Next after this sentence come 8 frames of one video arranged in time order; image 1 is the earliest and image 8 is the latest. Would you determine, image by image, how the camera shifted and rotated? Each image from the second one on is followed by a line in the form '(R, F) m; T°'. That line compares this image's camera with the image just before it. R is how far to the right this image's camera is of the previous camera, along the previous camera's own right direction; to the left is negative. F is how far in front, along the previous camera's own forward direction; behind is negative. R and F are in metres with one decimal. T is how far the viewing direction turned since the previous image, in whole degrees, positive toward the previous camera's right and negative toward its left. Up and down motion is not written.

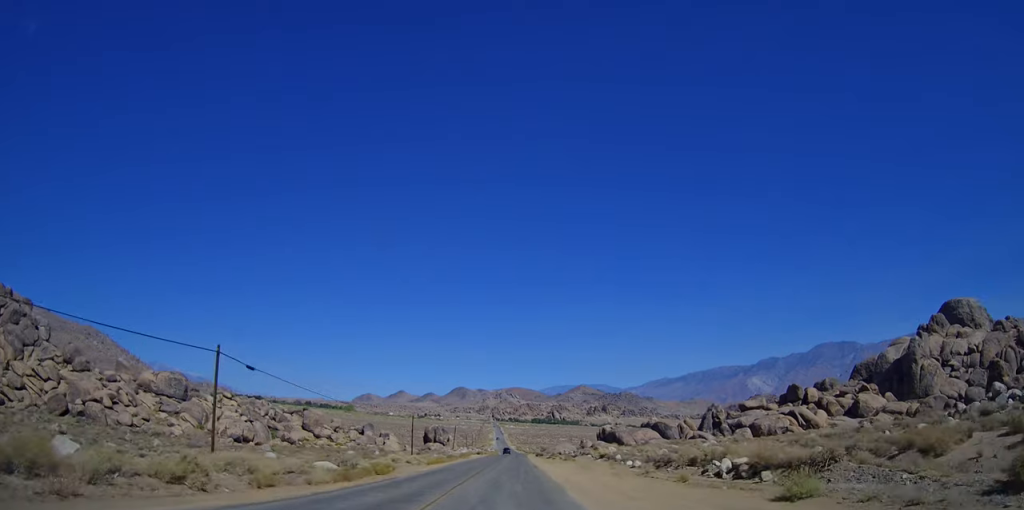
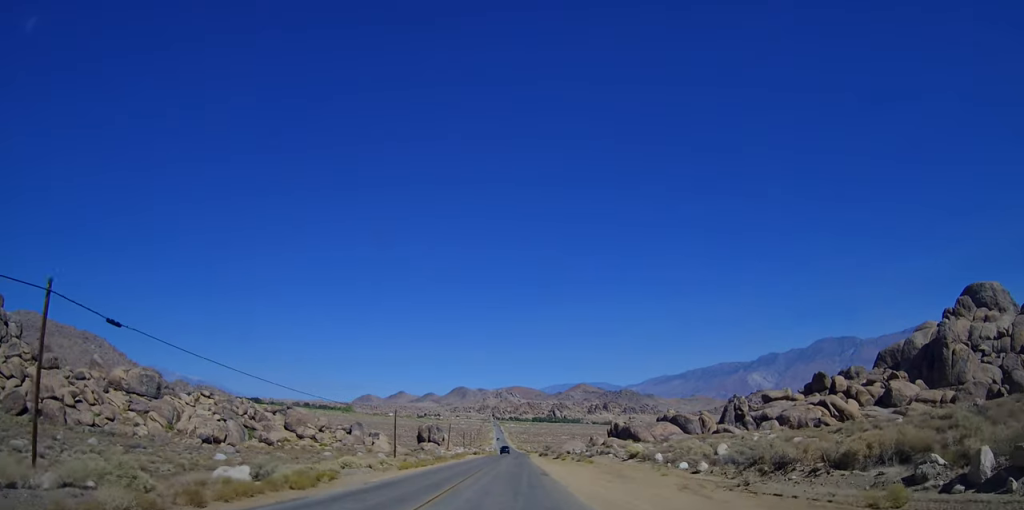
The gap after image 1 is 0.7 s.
(0.0, +11.7) m; -1°
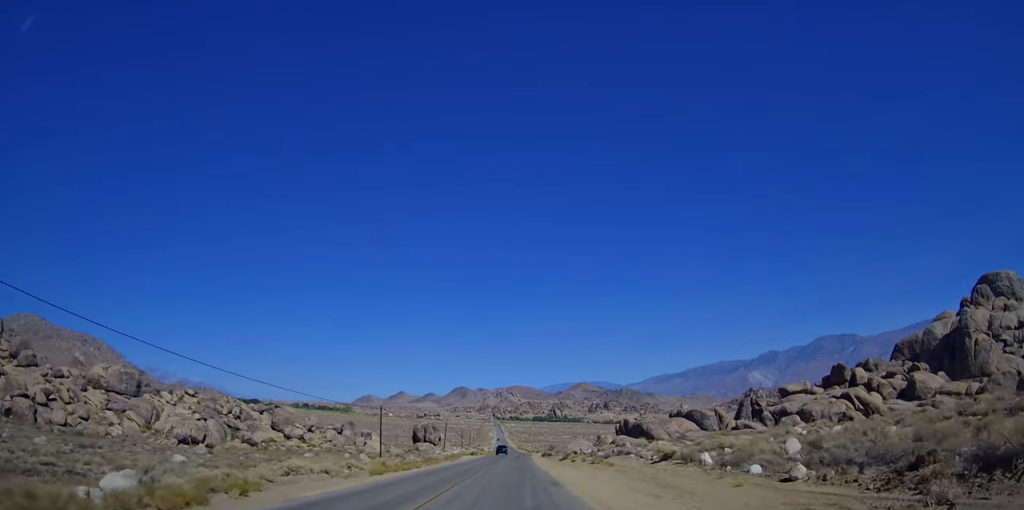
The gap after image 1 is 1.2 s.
(0.0, +7.4) m; -1°
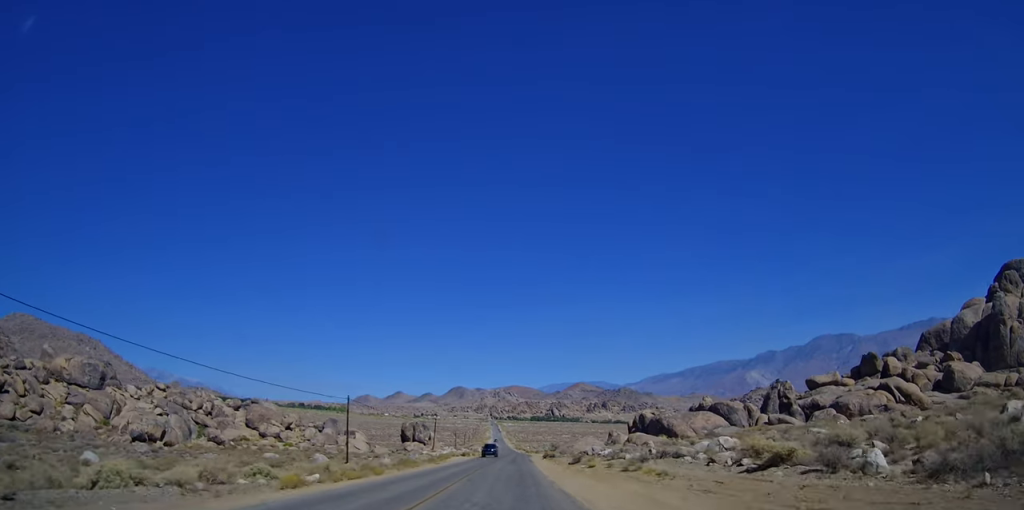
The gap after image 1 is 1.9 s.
(-0.3, +10.9) m; +2°
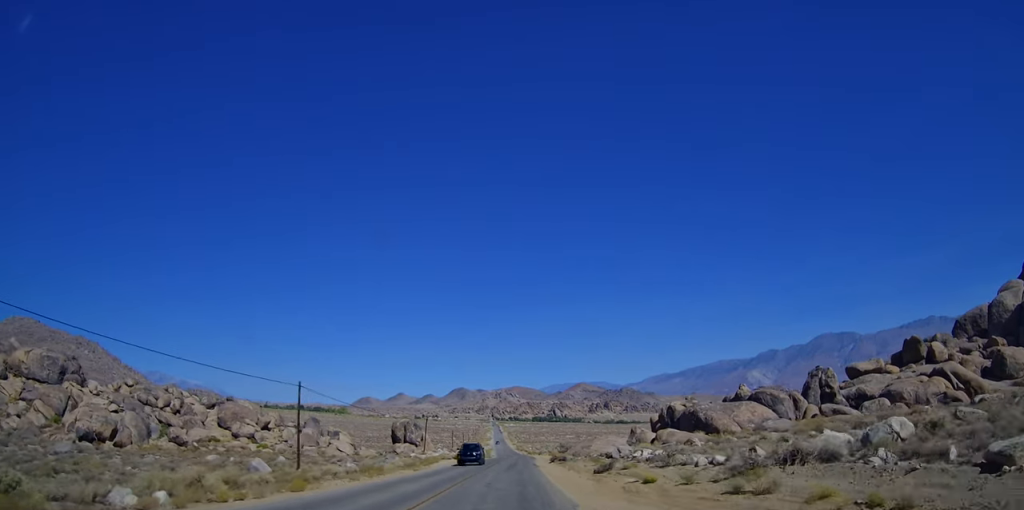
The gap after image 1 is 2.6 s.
(+0.2, +11.7) m; +2°
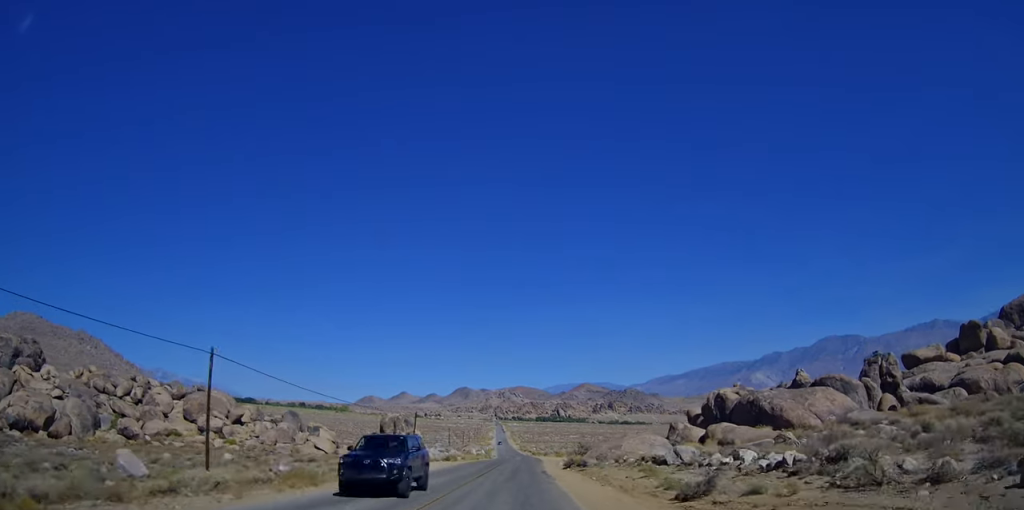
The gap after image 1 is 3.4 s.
(+0.7, +12.6) m; 0°
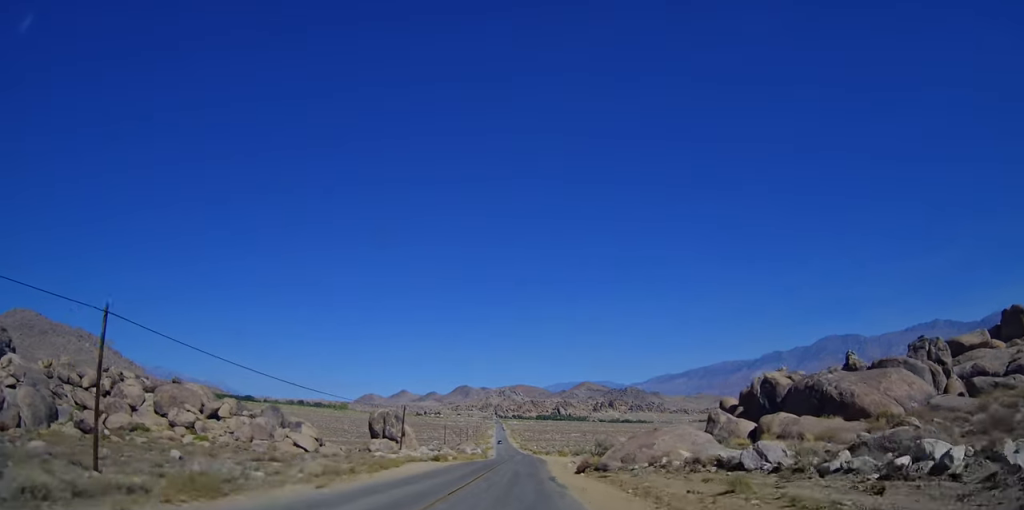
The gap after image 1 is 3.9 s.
(-0.4, +8.5) m; -2°
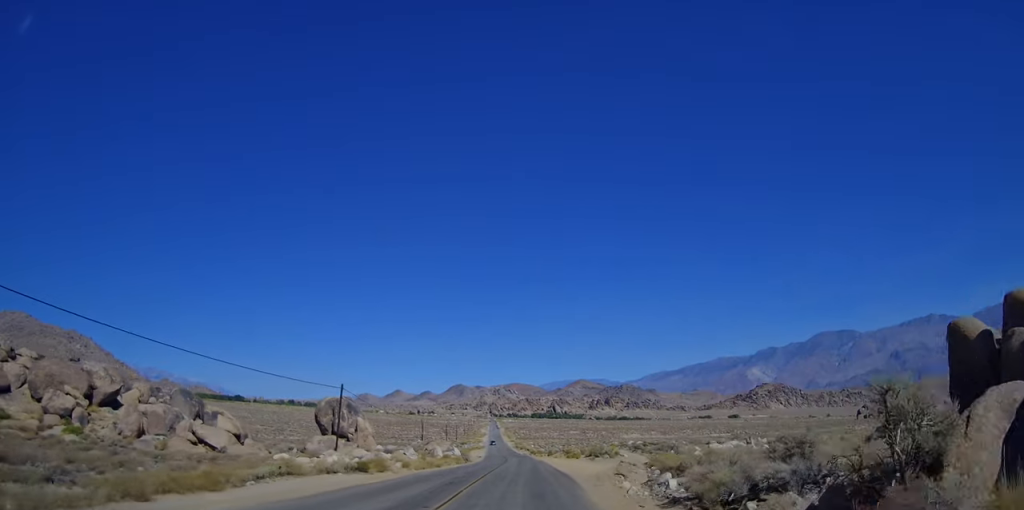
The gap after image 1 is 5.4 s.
(-0.9, +25.0) m; 0°
